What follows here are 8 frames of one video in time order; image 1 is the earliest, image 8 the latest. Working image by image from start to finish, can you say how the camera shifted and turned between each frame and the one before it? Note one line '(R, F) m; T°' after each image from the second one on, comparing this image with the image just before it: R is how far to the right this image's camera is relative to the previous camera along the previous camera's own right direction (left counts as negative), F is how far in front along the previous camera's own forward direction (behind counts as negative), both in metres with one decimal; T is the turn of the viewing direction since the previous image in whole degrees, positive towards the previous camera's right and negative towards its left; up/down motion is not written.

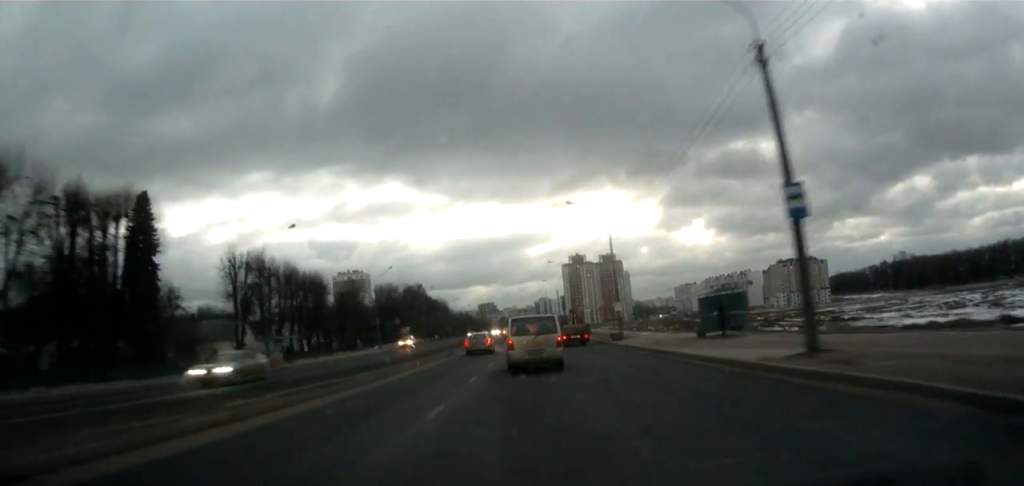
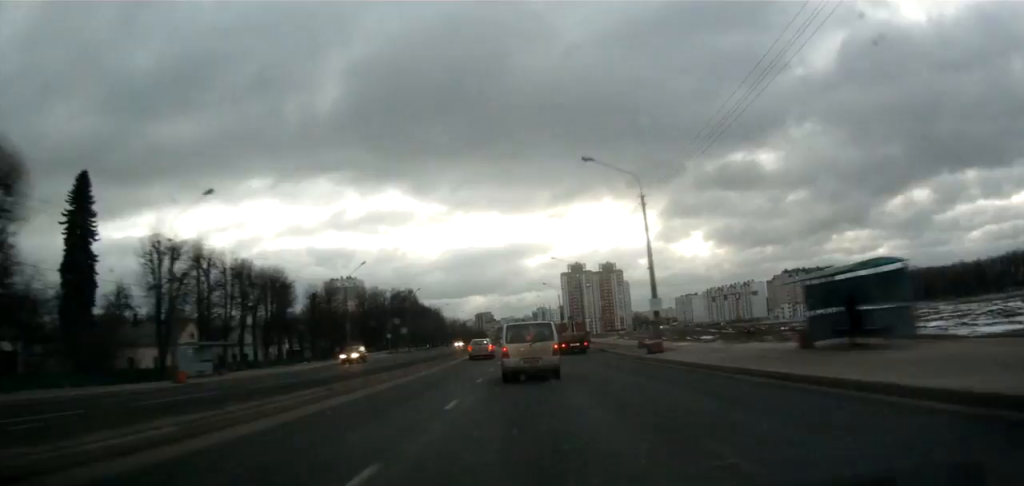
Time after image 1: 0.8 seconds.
(0.0, +13.5) m; +1°
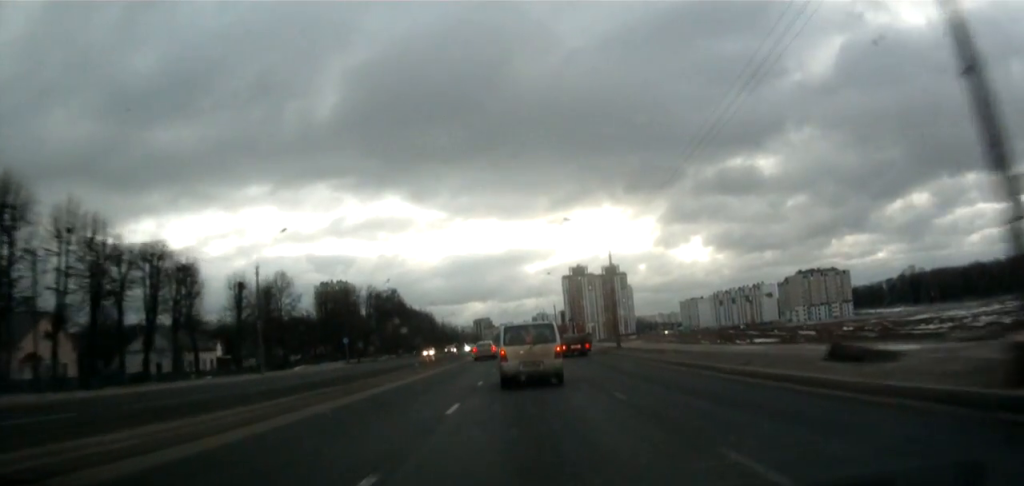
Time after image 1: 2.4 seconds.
(+0.5, +25.1) m; -1°
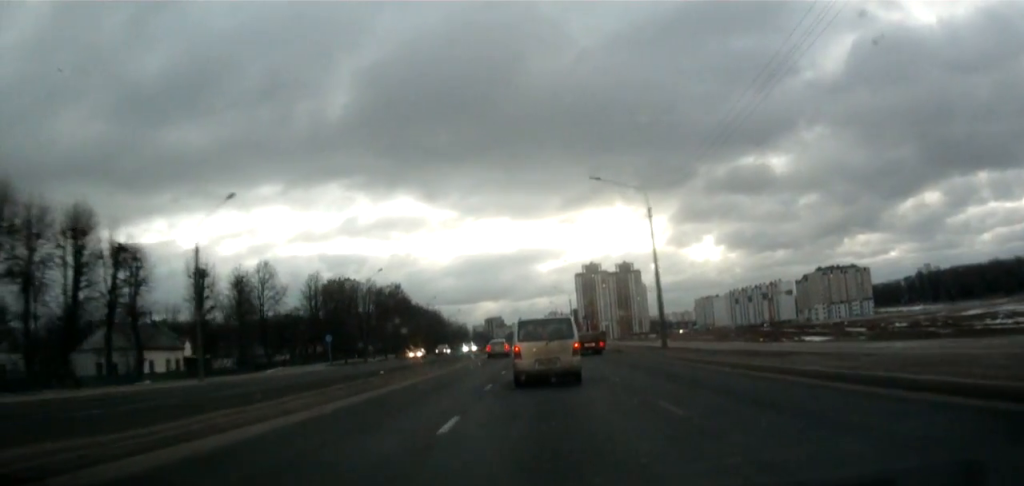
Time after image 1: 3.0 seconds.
(-0.3, +10.9) m; -1°
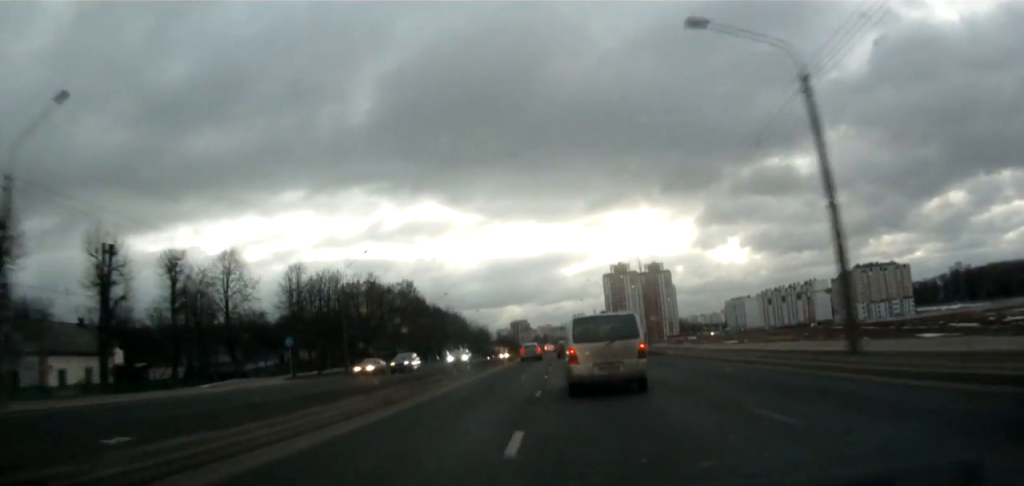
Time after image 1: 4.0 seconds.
(-0.3, +18.2) m; -1°
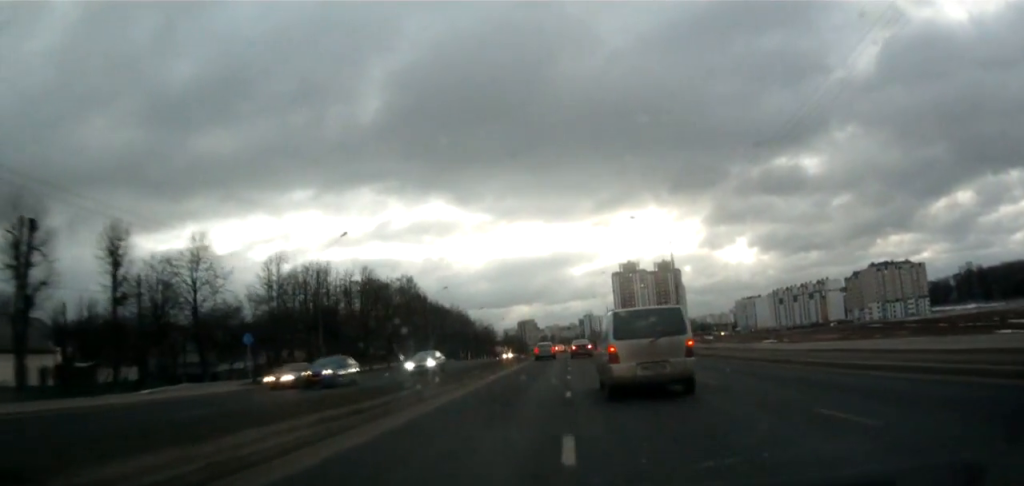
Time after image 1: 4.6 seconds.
(0.0, +9.3) m; 0°
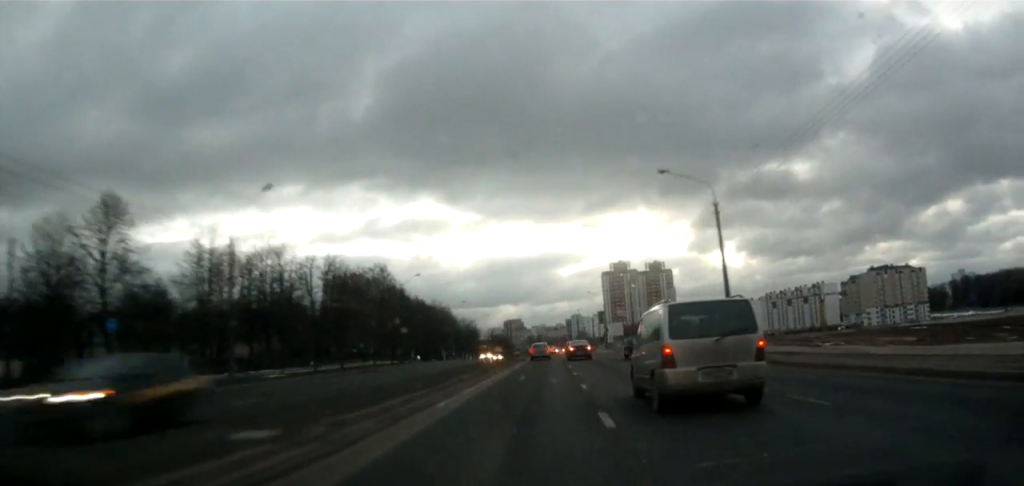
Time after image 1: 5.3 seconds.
(0.0, +13.1) m; +1°
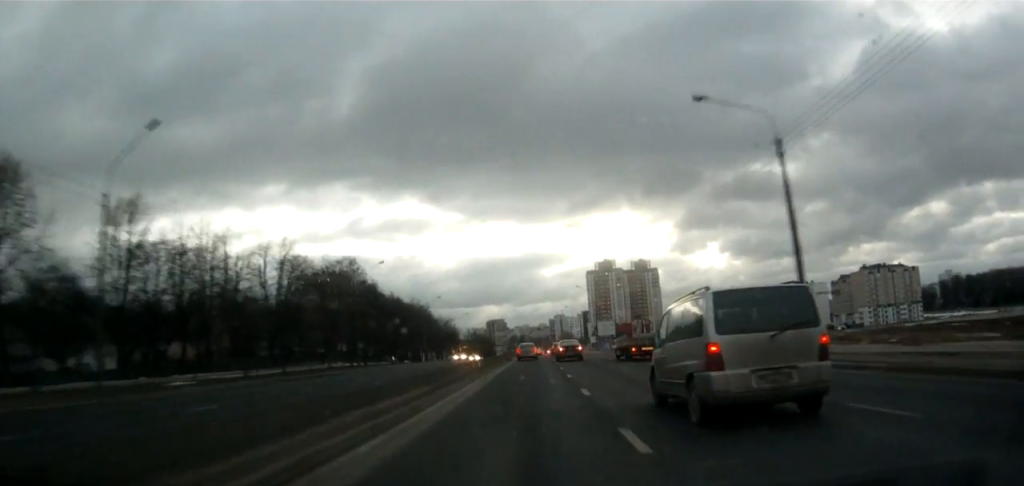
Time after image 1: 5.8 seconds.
(+0.2, +10.3) m; +1°
